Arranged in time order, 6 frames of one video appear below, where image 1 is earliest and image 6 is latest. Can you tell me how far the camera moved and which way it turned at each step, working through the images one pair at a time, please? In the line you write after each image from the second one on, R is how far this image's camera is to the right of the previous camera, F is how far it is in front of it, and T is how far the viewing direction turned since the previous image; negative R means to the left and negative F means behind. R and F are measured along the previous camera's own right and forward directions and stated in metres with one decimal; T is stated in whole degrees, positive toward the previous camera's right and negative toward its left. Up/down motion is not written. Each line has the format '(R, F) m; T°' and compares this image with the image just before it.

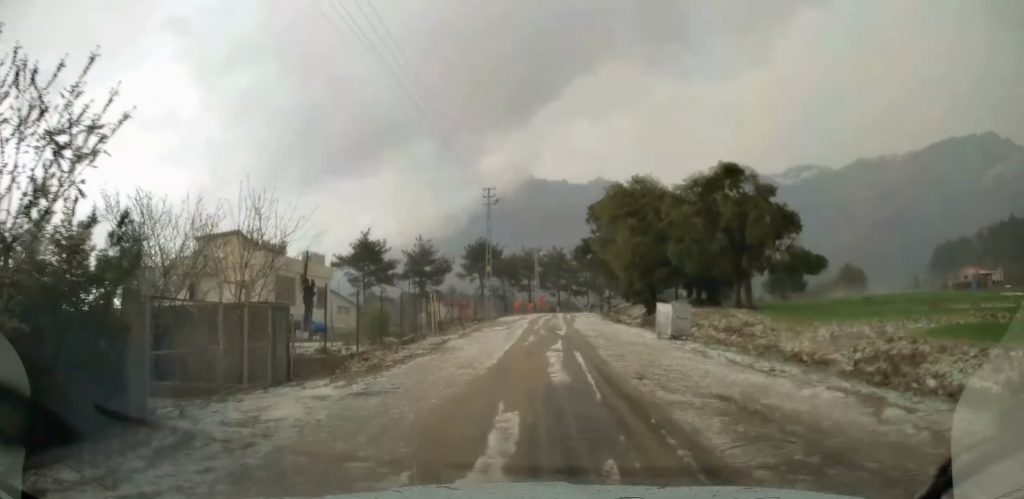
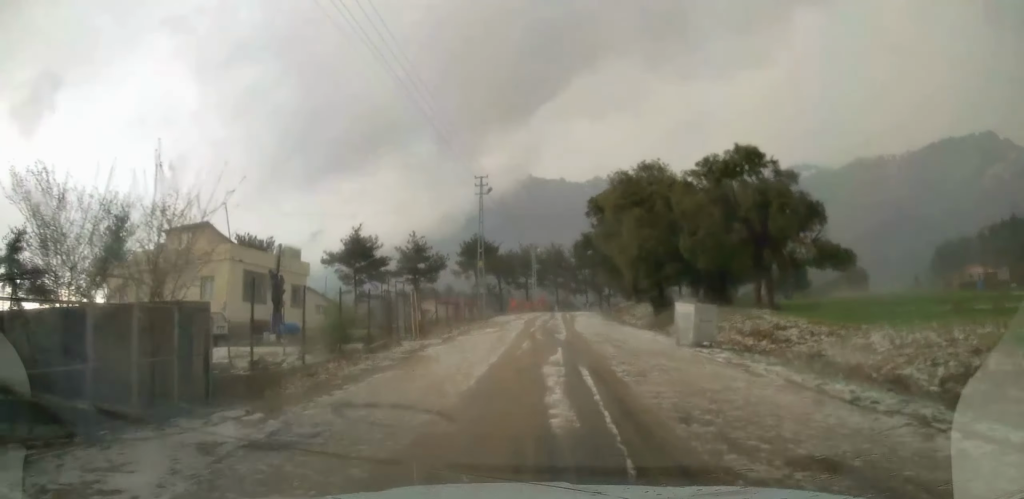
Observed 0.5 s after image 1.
(+0.1, +3.3) m; +1°
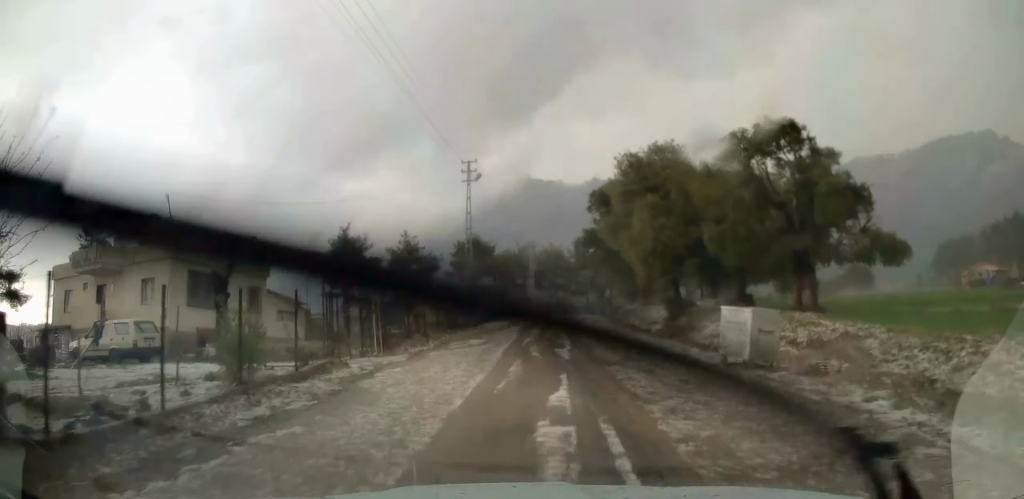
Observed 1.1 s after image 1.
(0.0, +4.7) m; -1°
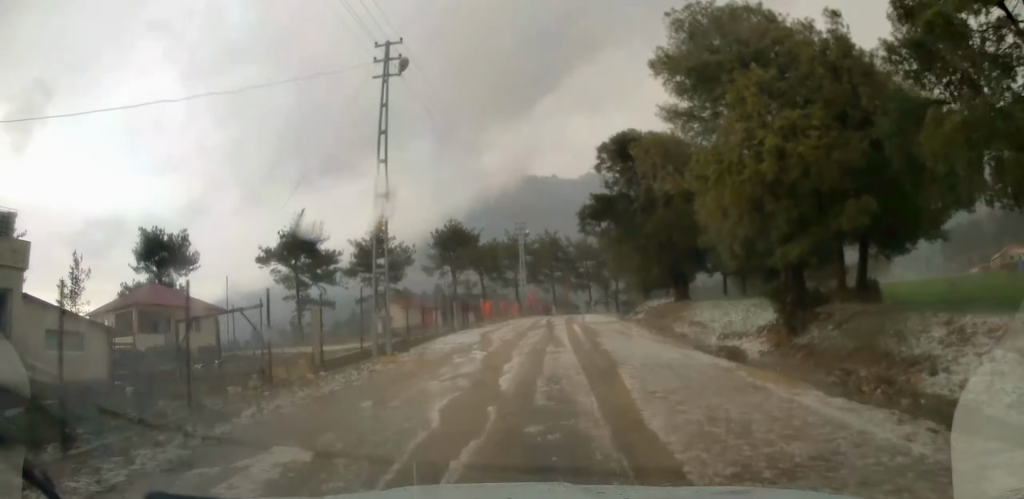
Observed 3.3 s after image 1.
(+0.1, +14.9) m; +2°
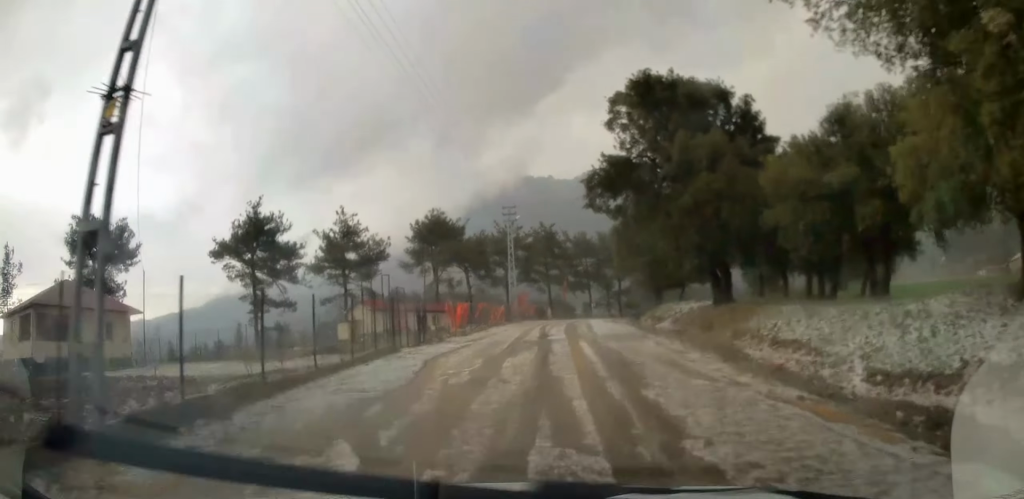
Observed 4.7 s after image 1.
(0.0, +9.8) m; -1°
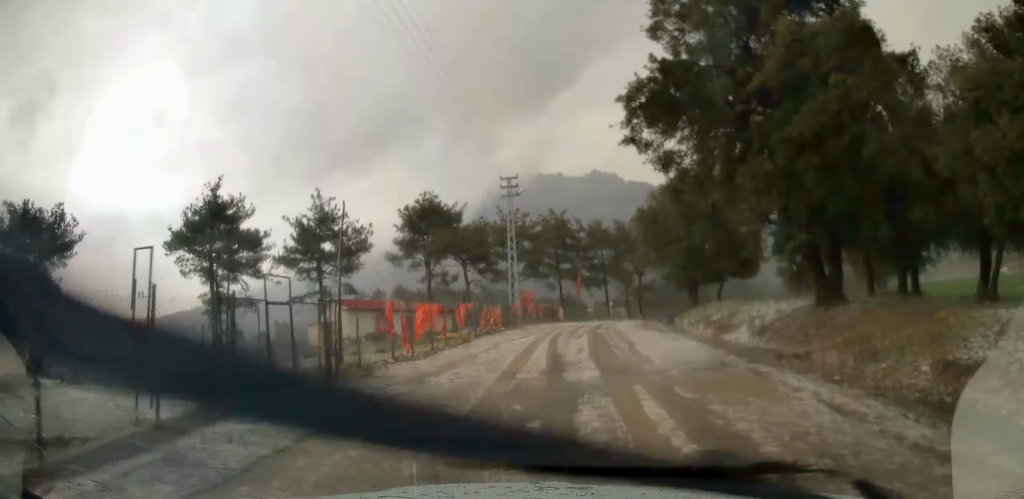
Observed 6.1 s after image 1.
(0.0, +10.1) m; 0°
